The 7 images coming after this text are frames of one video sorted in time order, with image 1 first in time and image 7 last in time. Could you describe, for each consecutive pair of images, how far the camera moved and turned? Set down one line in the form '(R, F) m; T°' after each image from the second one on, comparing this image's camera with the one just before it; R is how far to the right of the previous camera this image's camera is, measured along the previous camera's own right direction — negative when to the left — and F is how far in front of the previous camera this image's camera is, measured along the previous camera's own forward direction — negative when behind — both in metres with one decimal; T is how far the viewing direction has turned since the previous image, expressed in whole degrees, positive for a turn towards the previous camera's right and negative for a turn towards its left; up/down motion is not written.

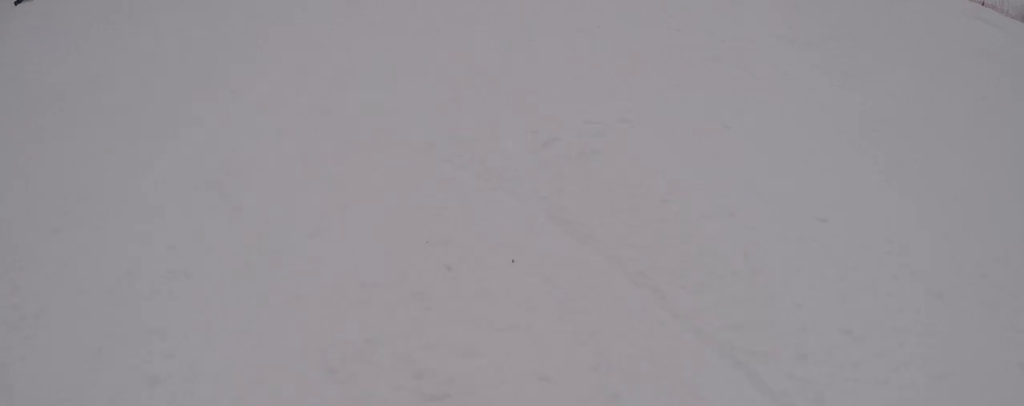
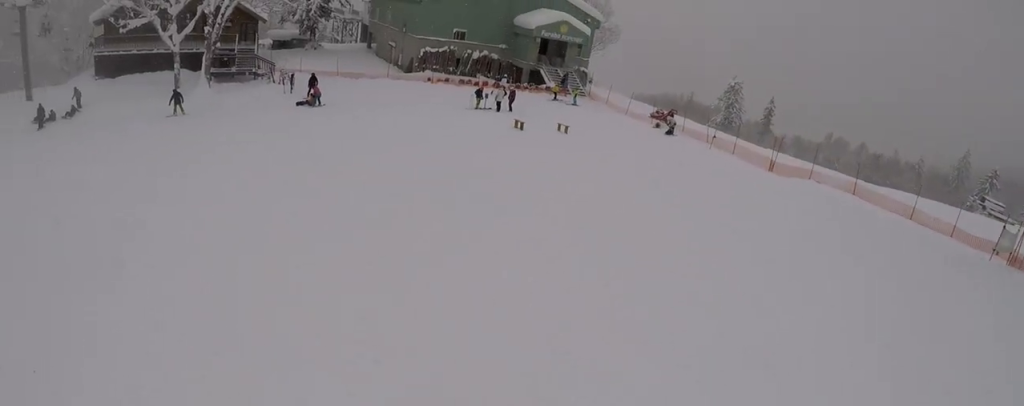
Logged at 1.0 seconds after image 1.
(-0.1, +4.3) m; -12°
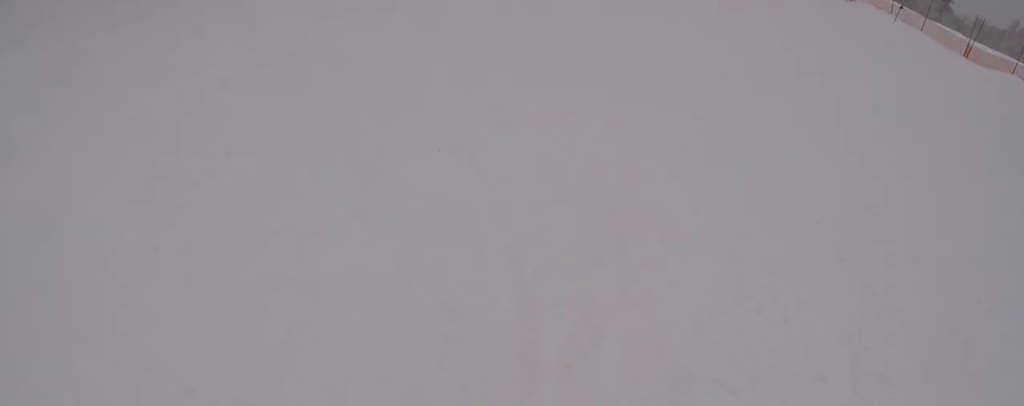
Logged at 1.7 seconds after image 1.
(-0.3, +3.2) m; -19°
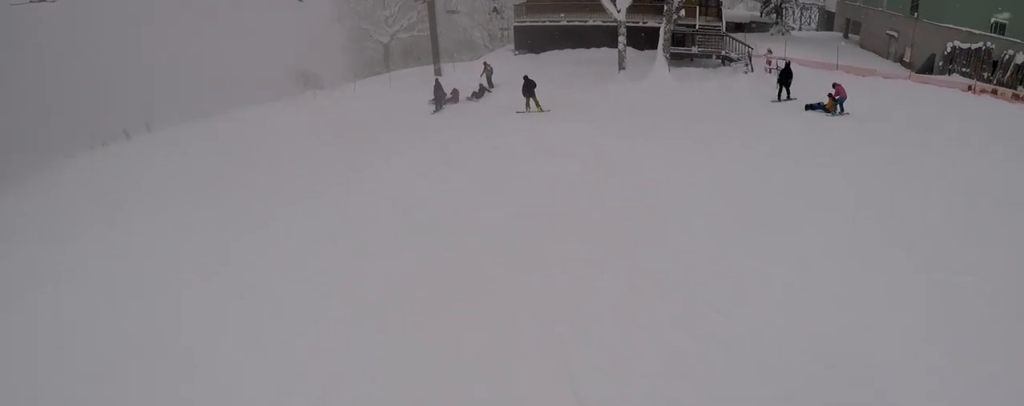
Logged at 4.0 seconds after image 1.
(-4.9, +9.9) m; -31°
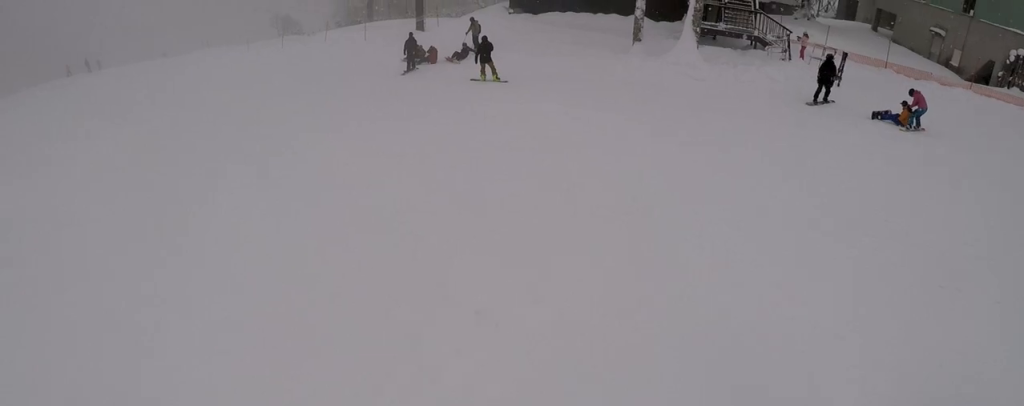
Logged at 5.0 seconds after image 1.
(-0.1, +5.2) m; -9°
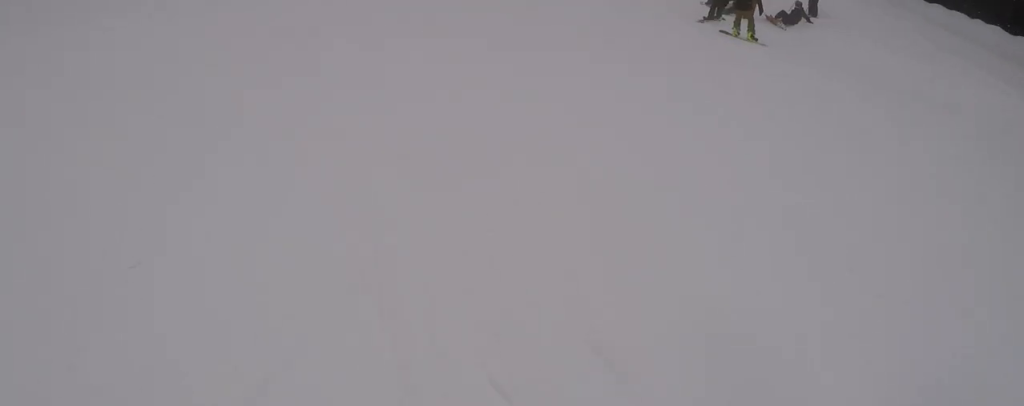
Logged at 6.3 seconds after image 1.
(-0.8, +6.8) m; -22°
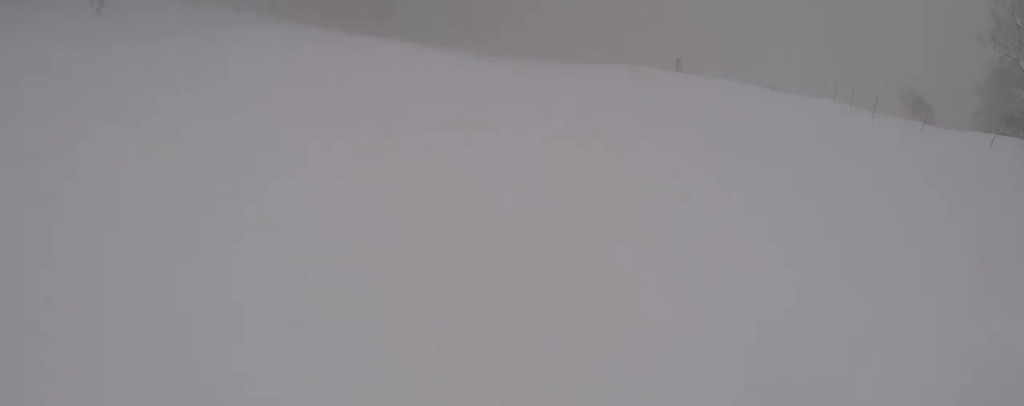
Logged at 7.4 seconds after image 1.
(-1.6, +5.8) m; -14°
